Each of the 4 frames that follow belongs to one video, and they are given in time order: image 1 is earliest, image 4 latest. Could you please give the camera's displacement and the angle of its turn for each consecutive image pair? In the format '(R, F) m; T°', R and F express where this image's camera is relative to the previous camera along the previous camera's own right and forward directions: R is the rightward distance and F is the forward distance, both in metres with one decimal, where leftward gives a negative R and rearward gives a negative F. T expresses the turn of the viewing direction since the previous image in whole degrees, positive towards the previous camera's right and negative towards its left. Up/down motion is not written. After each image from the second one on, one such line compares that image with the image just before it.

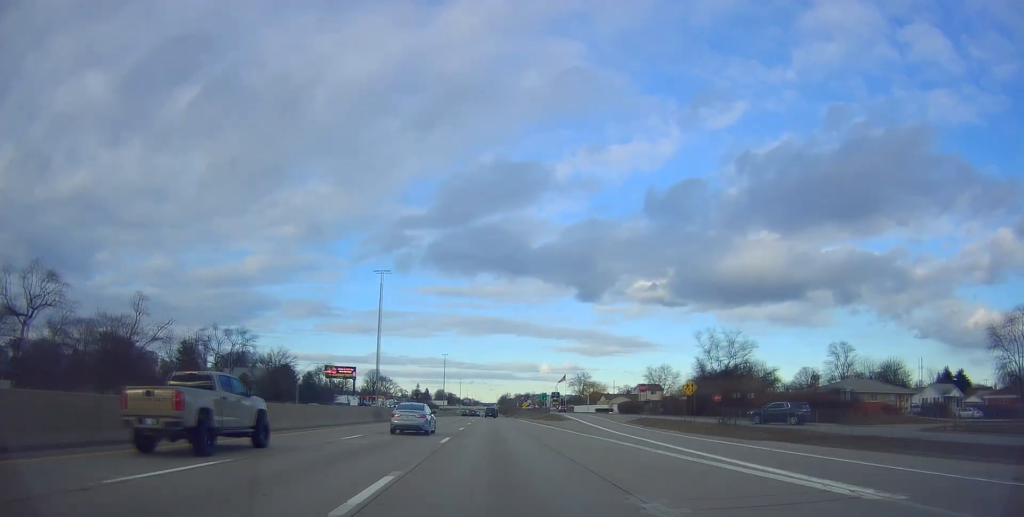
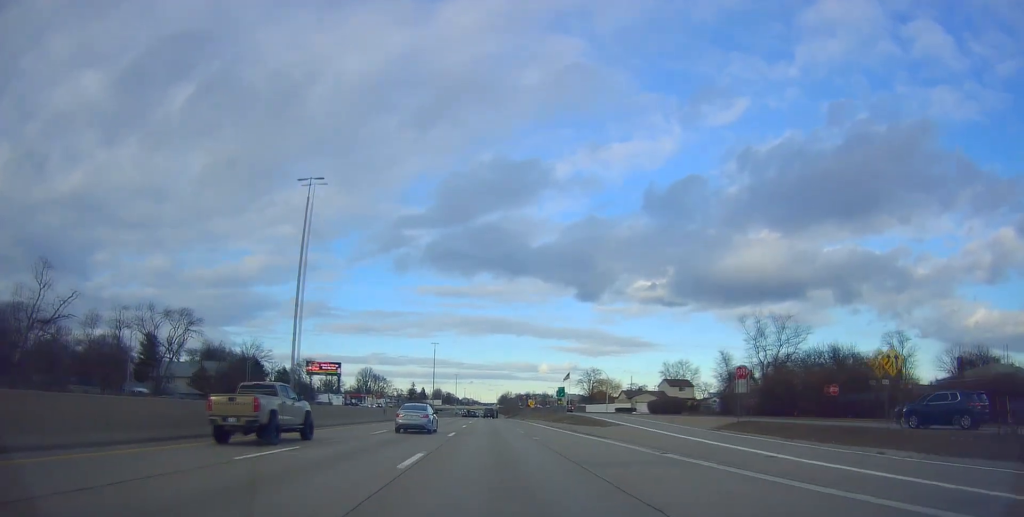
(0.0, +24.2) m; 0°
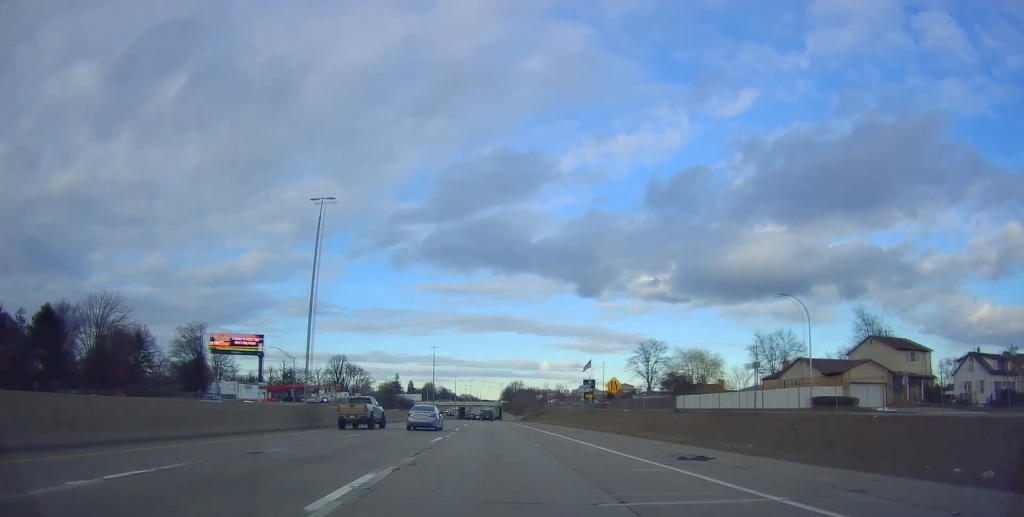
(+1.0, +79.8) m; 0°
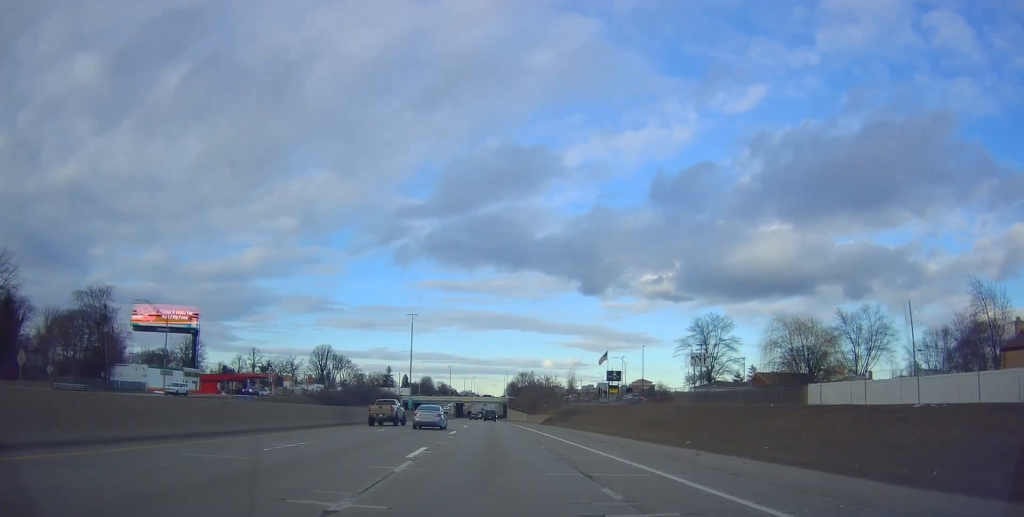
(-0.4, +37.3) m; -1°
